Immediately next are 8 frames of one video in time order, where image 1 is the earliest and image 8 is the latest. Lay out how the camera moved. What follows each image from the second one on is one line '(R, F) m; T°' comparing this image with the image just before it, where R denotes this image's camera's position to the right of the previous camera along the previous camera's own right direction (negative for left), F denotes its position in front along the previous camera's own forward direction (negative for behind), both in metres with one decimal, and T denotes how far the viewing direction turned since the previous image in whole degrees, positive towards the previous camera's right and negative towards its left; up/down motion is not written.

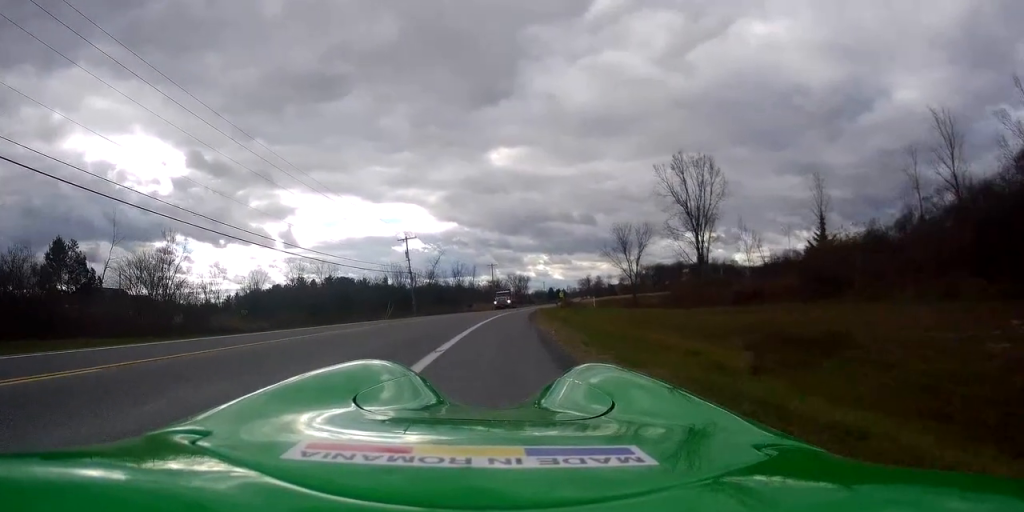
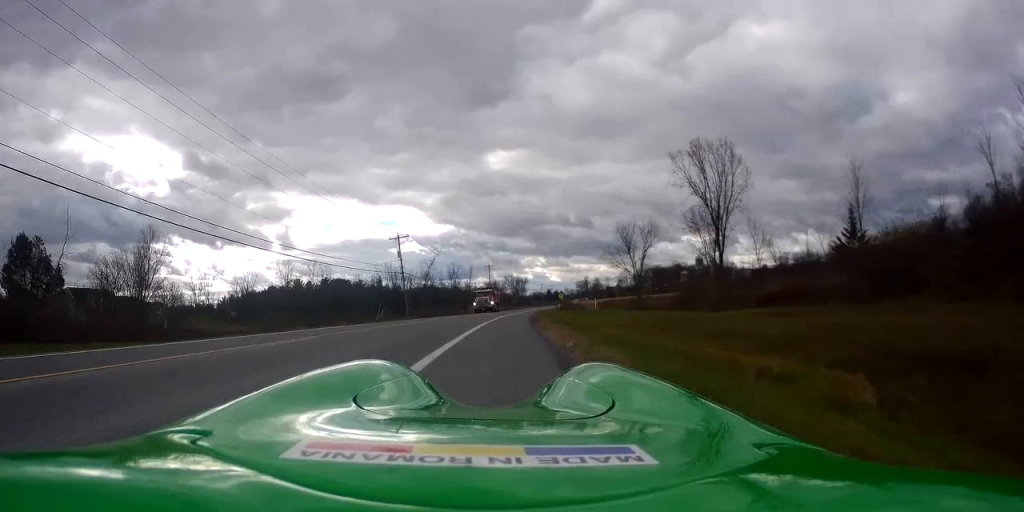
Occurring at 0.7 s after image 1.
(-0.3, +3.8) m; -1°
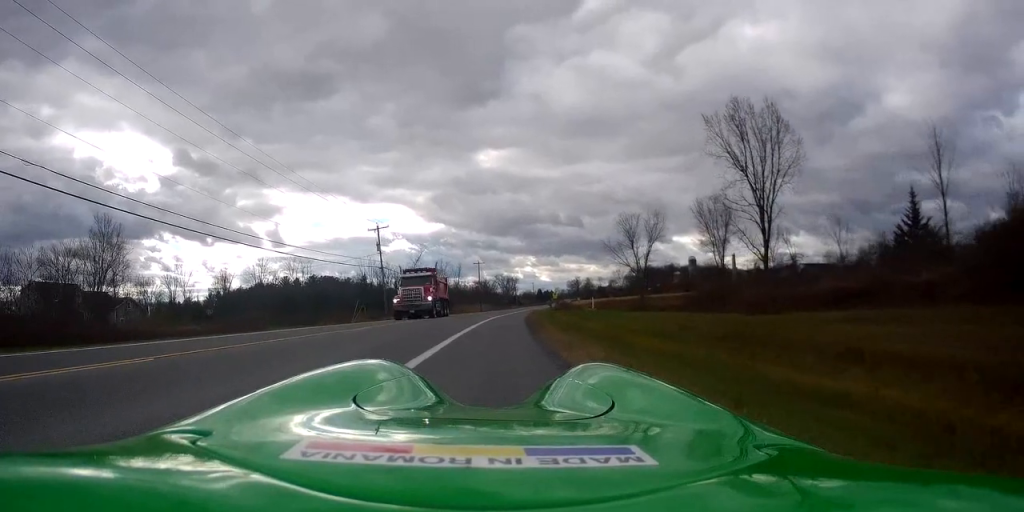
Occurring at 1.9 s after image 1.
(+0.5, +6.6) m; +6°
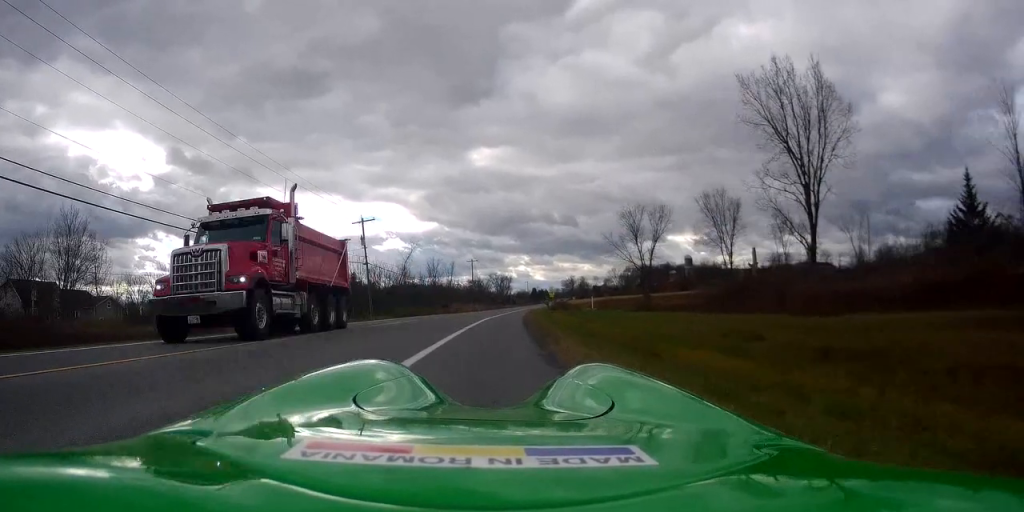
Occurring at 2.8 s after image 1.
(+0.2, +4.5) m; 0°
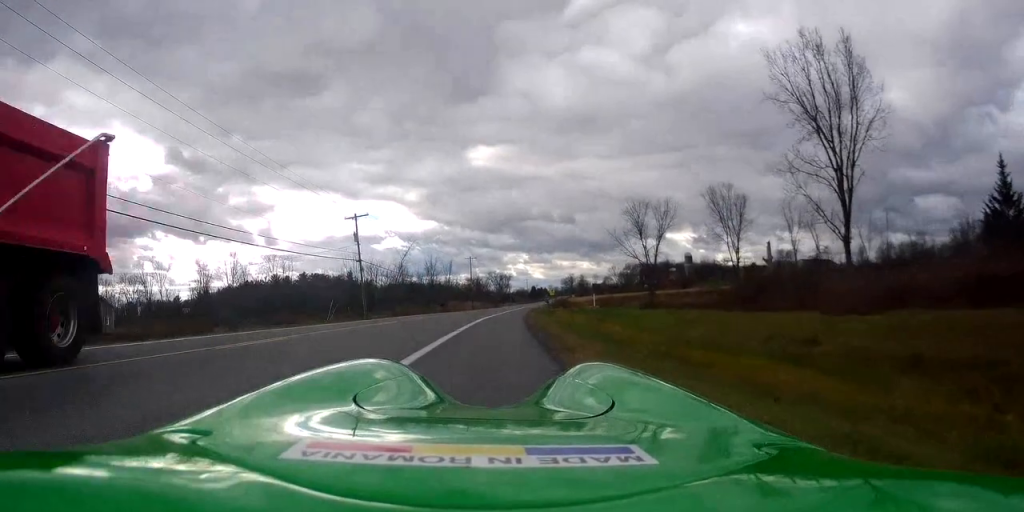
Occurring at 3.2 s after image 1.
(-0.1, +2.4) m; -2°
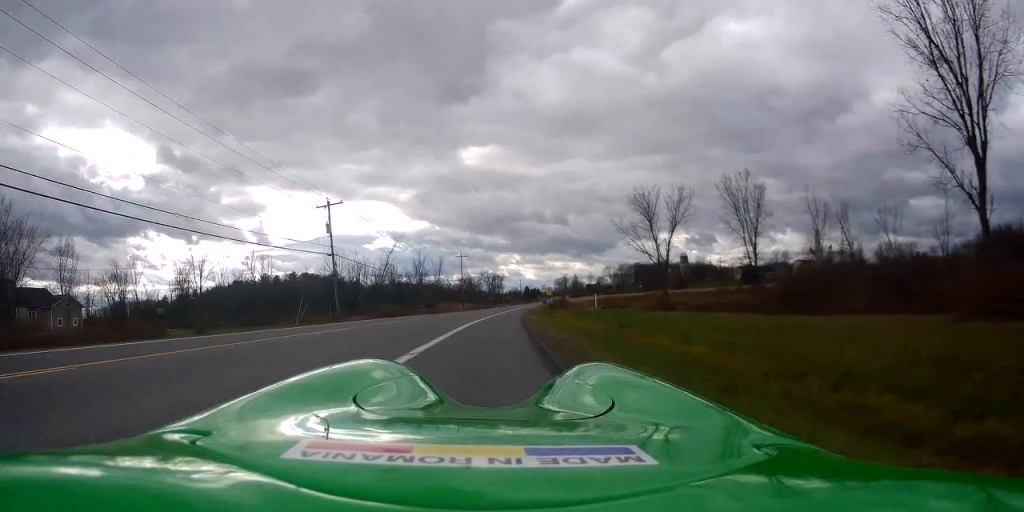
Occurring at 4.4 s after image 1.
(-0.2, +6.6) m; +4°
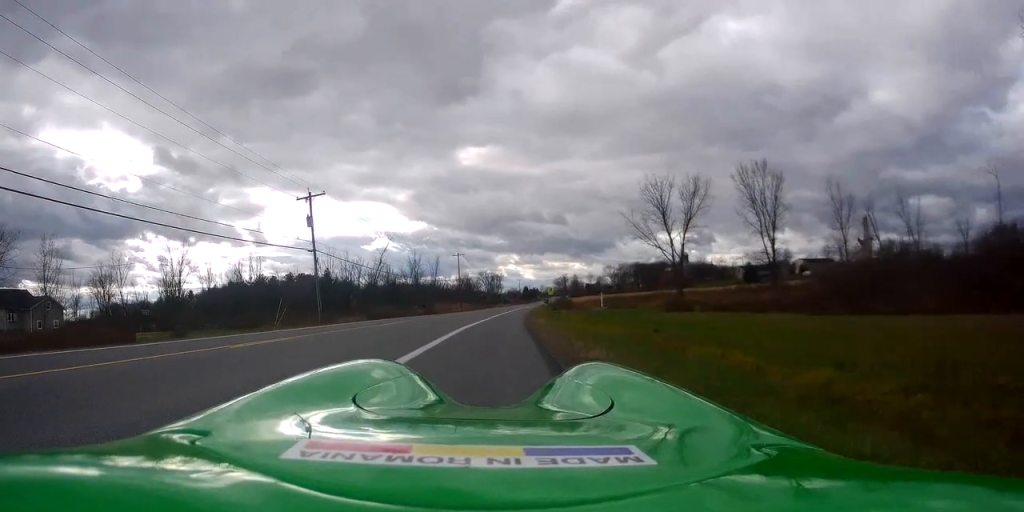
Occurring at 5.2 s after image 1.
(+0.4, +4.6) m; +4°
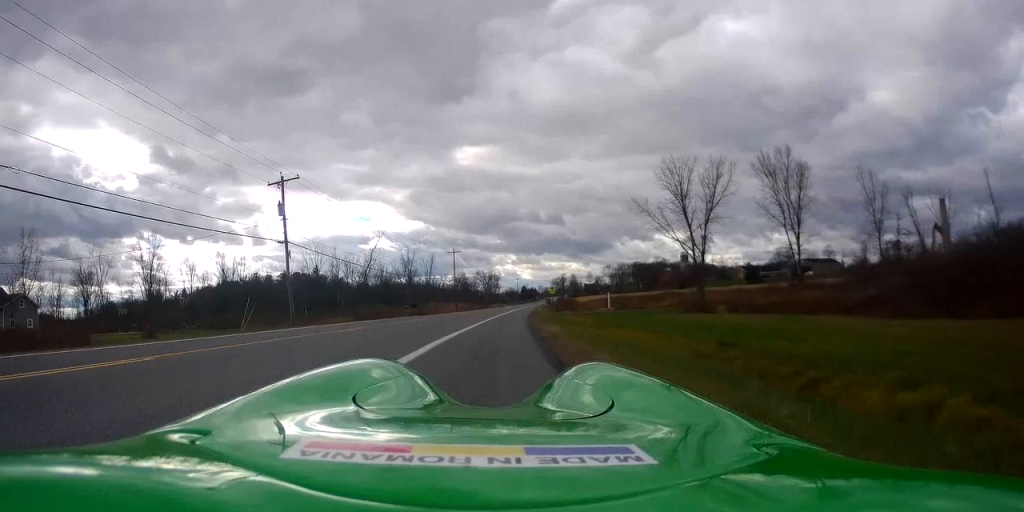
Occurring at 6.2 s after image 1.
(0.0, +5.6) m; -3°
